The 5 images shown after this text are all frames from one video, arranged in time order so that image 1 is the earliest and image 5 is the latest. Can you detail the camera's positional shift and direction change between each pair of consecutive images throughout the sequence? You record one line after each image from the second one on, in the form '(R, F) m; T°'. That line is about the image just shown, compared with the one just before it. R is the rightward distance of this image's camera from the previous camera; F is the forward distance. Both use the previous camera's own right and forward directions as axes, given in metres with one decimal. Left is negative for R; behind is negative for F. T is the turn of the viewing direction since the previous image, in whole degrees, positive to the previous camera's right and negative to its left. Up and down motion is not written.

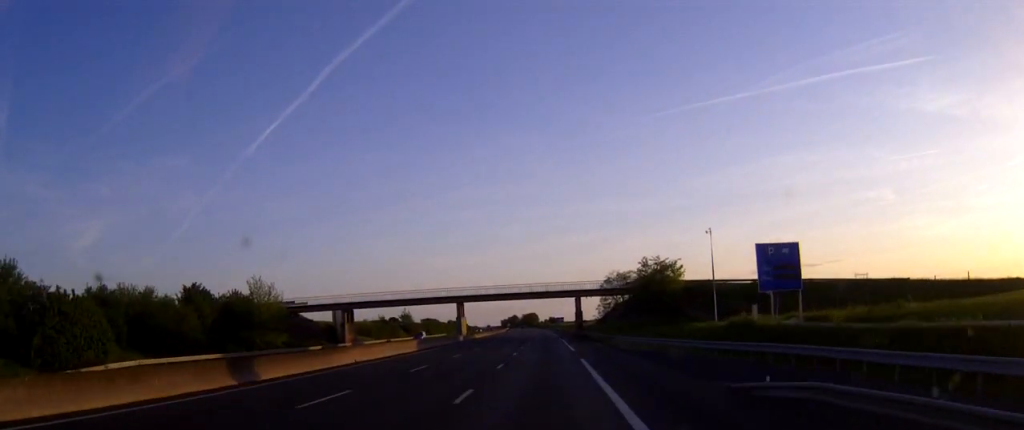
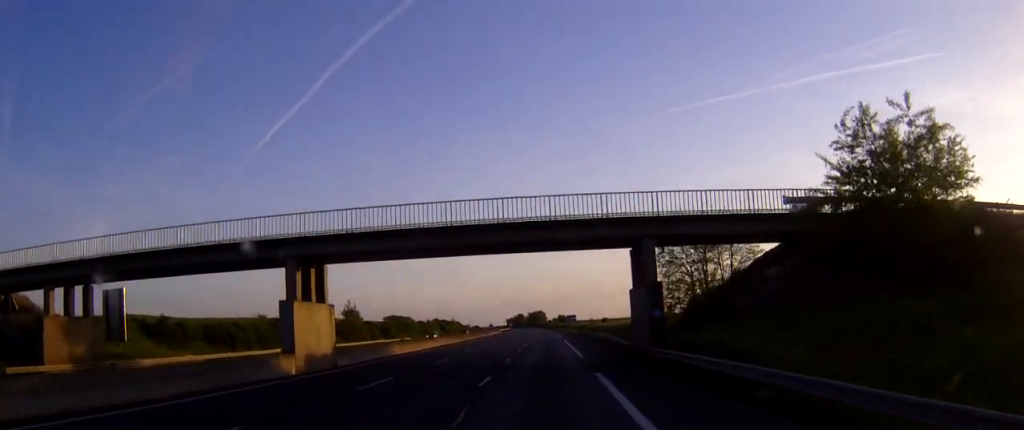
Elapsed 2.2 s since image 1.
(-0.4, +60.7) m; -1°
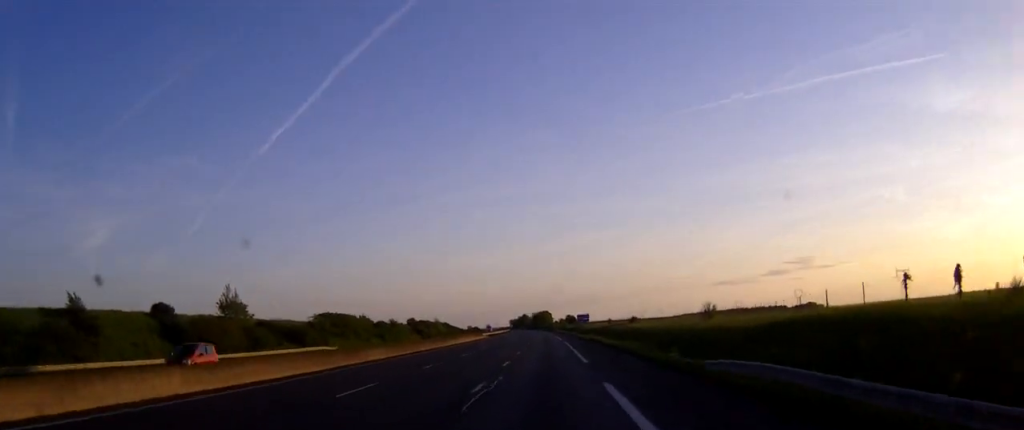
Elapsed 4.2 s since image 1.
(-0.5, +54.3) m; -1°
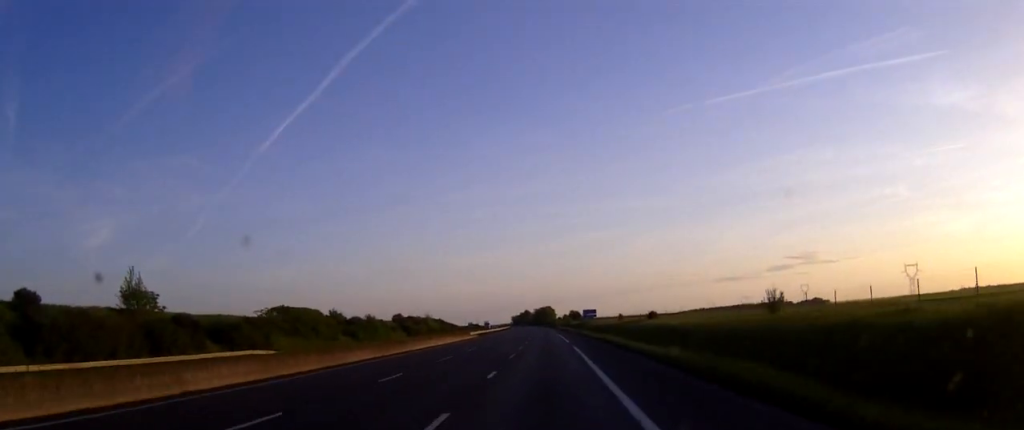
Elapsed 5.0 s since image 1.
(0.0, +21.8) m; 0°
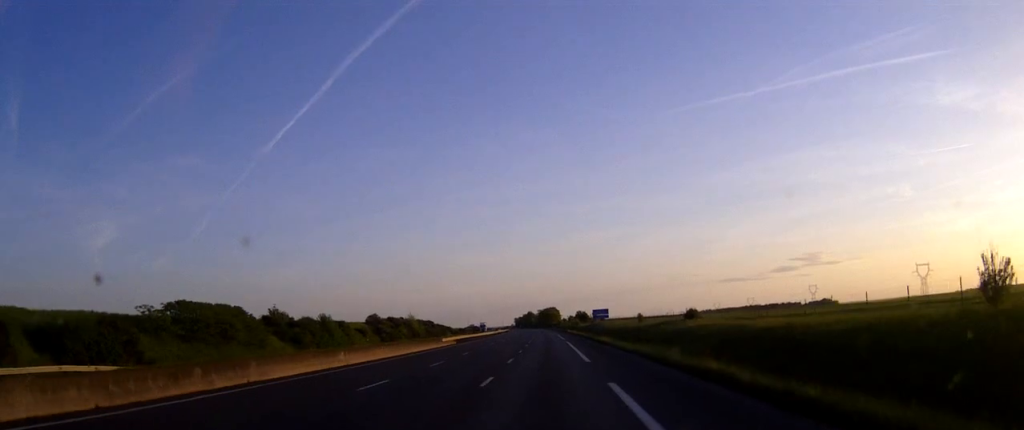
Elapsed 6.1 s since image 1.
(0.0, +29.0) m; 0°
